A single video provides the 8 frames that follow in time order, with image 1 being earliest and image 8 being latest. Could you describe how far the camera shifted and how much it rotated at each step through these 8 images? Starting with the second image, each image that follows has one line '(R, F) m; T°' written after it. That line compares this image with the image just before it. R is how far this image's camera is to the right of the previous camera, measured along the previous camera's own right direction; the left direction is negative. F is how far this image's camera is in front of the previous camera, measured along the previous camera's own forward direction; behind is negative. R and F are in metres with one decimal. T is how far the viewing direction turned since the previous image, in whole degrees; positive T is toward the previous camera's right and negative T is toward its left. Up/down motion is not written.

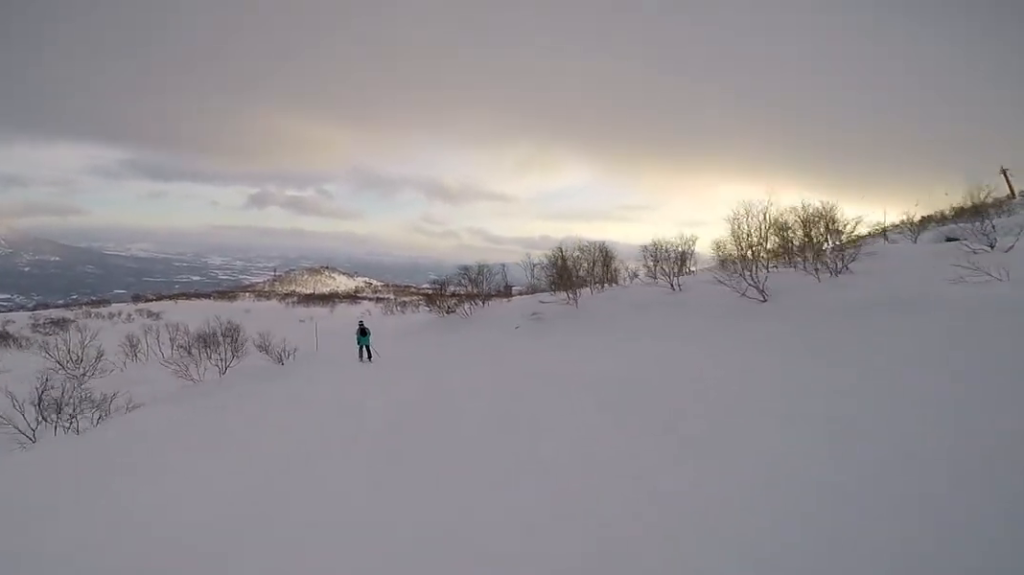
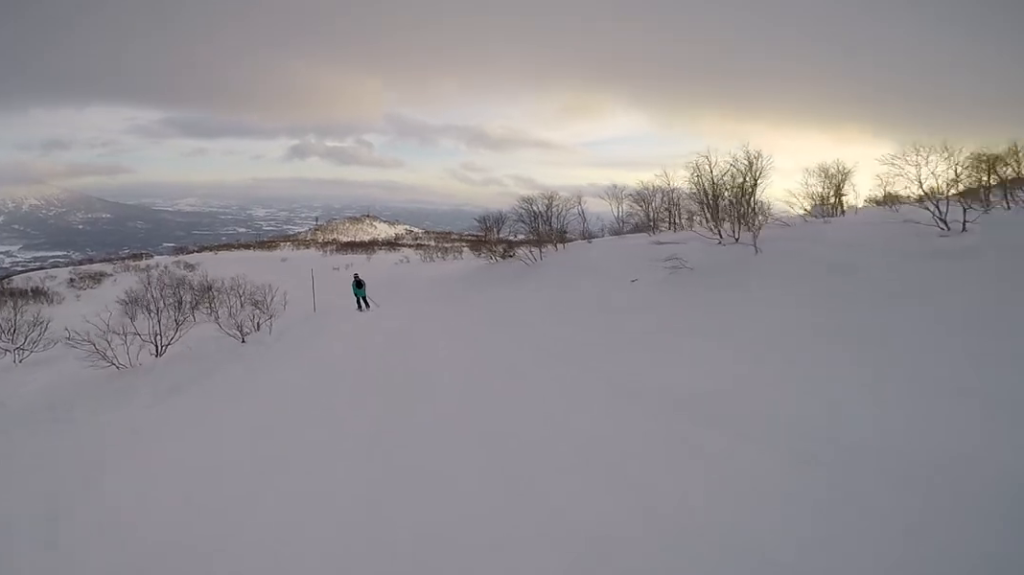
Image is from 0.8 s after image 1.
(+0.1, +7.8) m; -8°
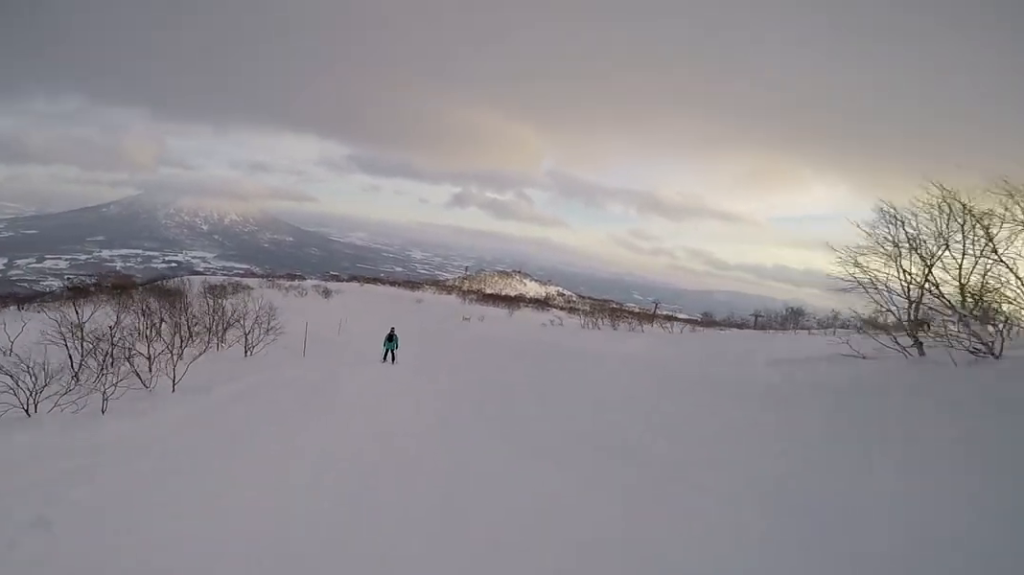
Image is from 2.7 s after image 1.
(-2.0, +18.6) m; -8°
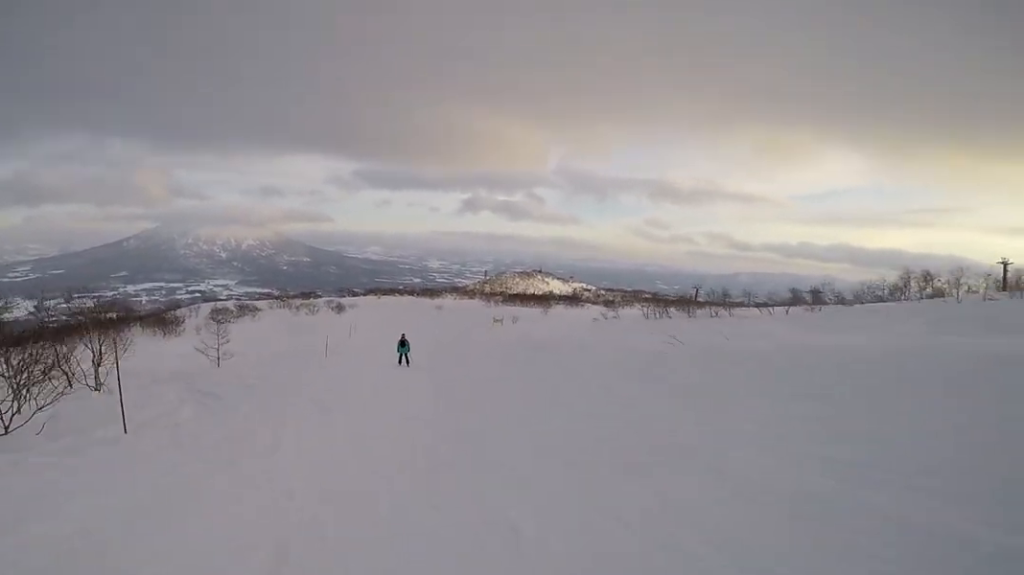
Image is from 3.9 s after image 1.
(-1.3, +12.2) m; -14°
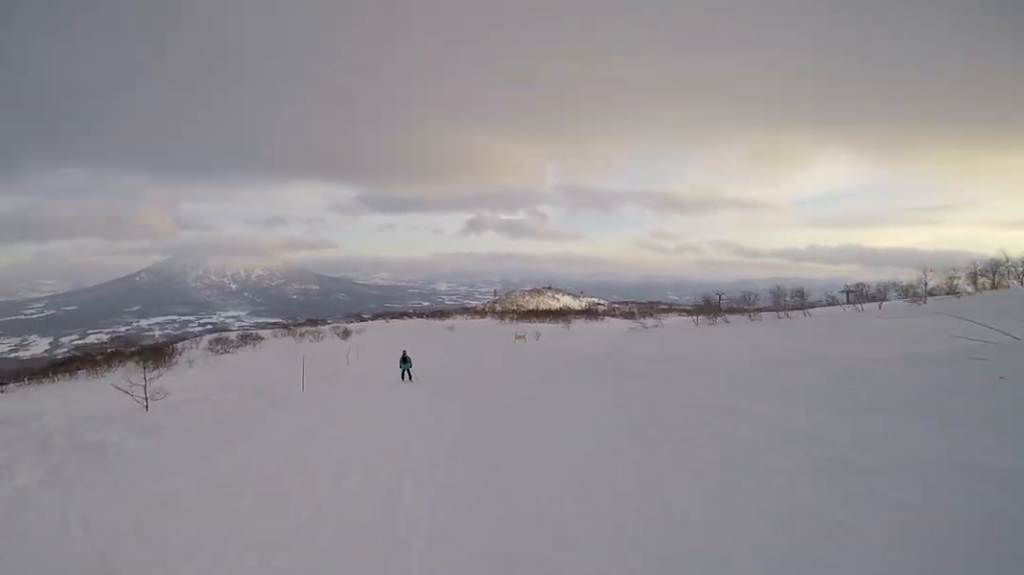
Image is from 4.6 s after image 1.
(-1.2, +7.5) m; 0°
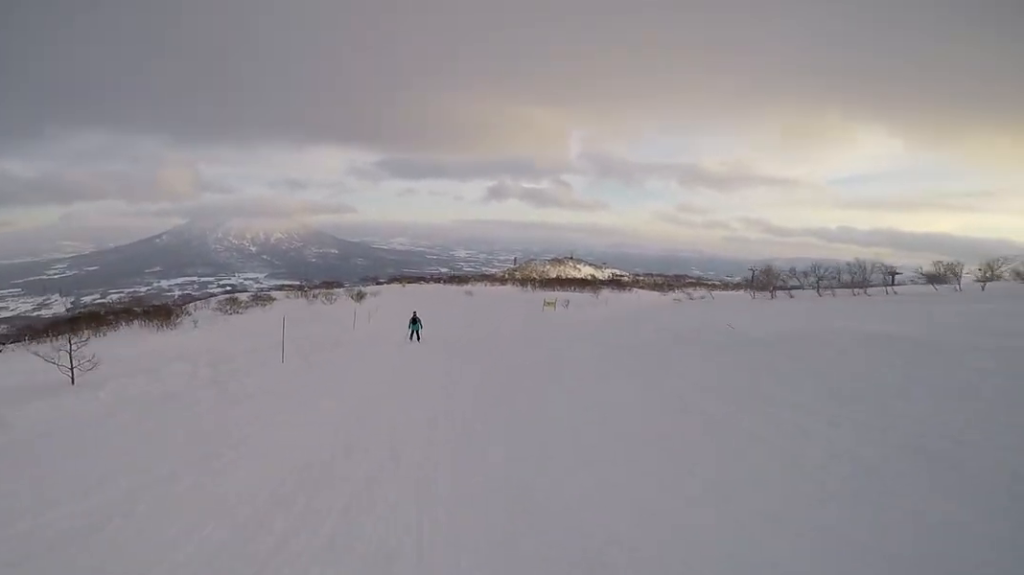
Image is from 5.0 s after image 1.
(0.0, +4.6) m; 0°
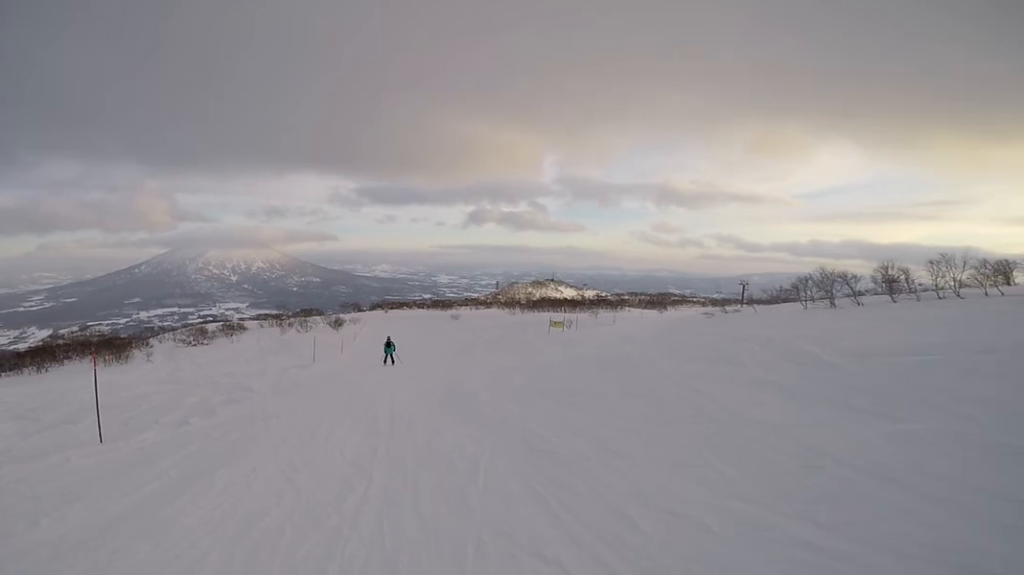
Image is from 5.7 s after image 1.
(+1.3, +8.1) m; 0°
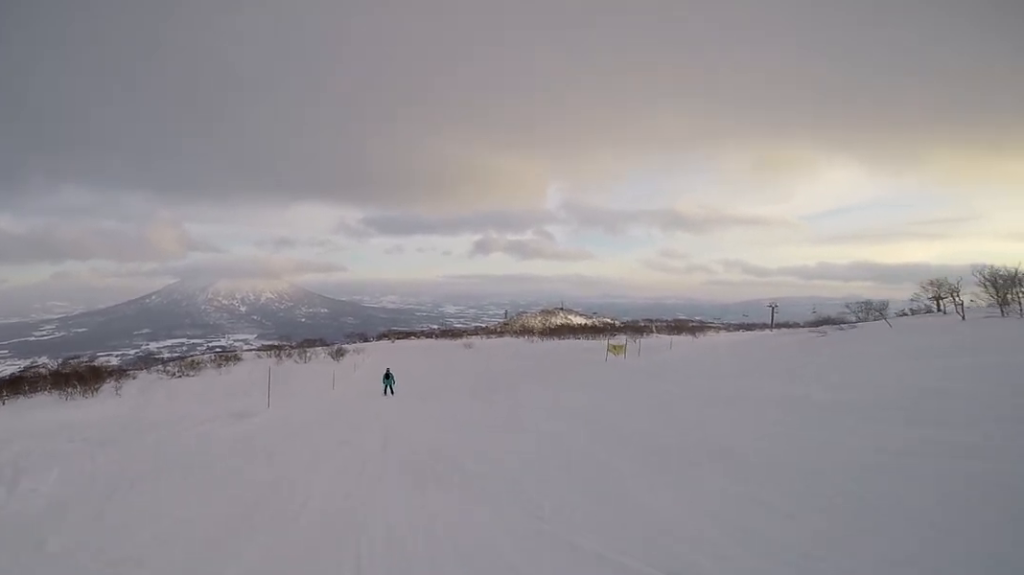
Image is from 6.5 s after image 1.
(-1.2, +9.6) m; -3°
